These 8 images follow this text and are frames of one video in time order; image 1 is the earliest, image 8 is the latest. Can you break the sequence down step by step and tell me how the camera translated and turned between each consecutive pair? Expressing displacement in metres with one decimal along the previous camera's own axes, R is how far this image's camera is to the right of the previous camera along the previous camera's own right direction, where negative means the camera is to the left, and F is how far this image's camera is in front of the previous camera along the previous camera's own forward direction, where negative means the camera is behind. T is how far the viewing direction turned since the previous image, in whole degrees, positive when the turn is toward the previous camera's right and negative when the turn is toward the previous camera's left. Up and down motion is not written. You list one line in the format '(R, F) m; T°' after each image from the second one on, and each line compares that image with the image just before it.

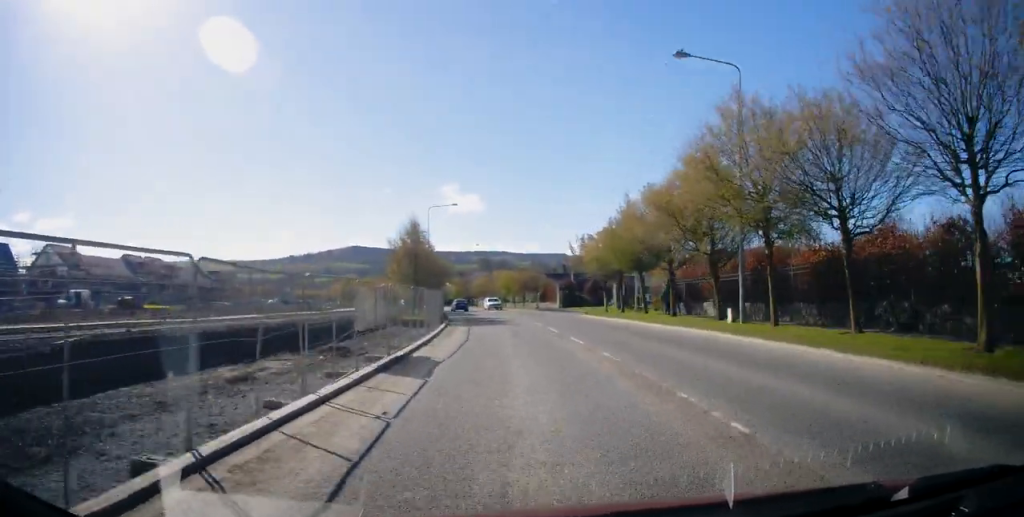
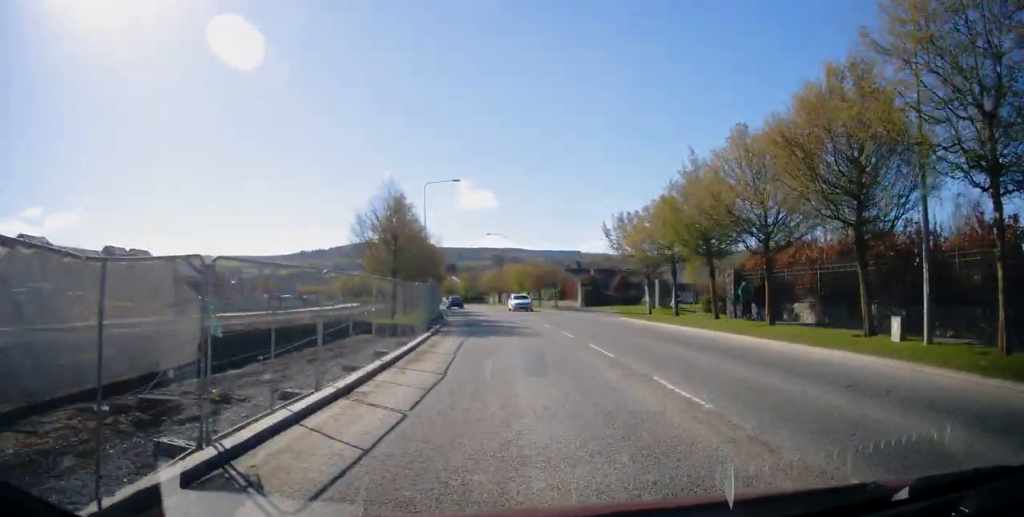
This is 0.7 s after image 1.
(0.0, +10.1) m; -1°
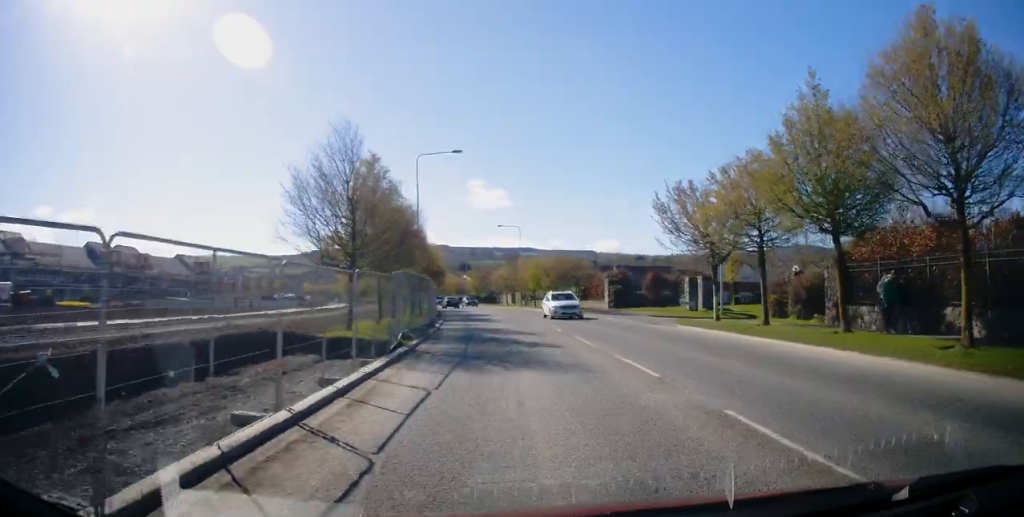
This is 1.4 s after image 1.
(-0.1, +9.3) m; -2°
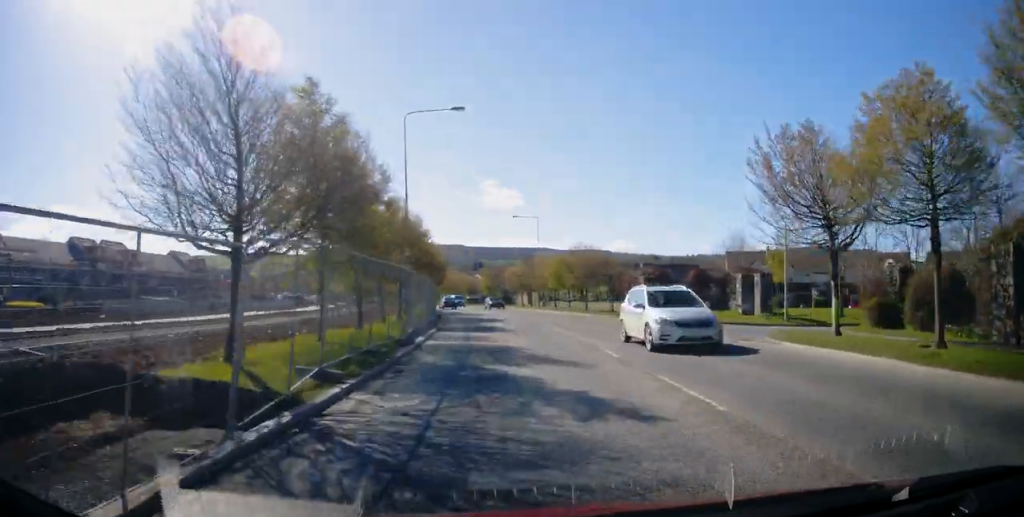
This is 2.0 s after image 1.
(-0.2, +8.7) m; -1°
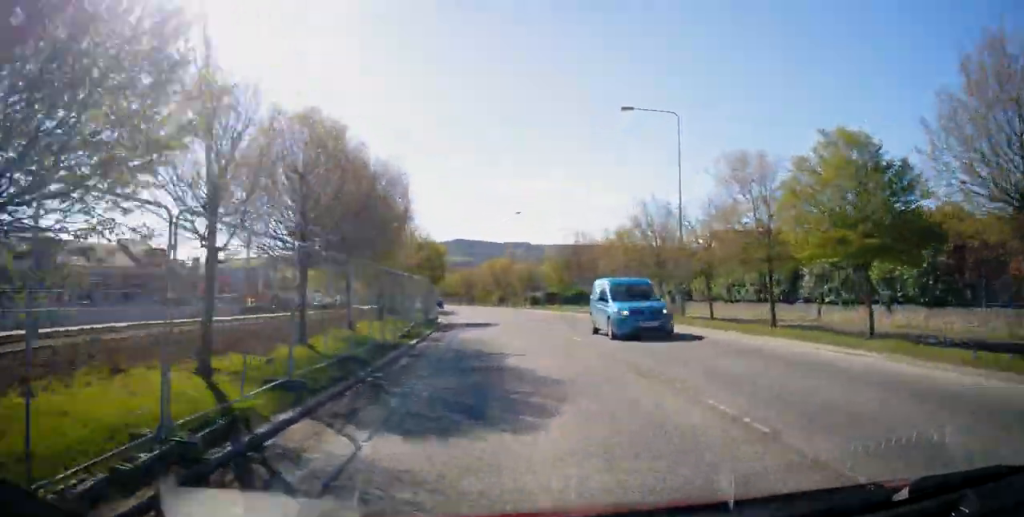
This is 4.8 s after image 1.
(-1.7, +36.8) m; -8°
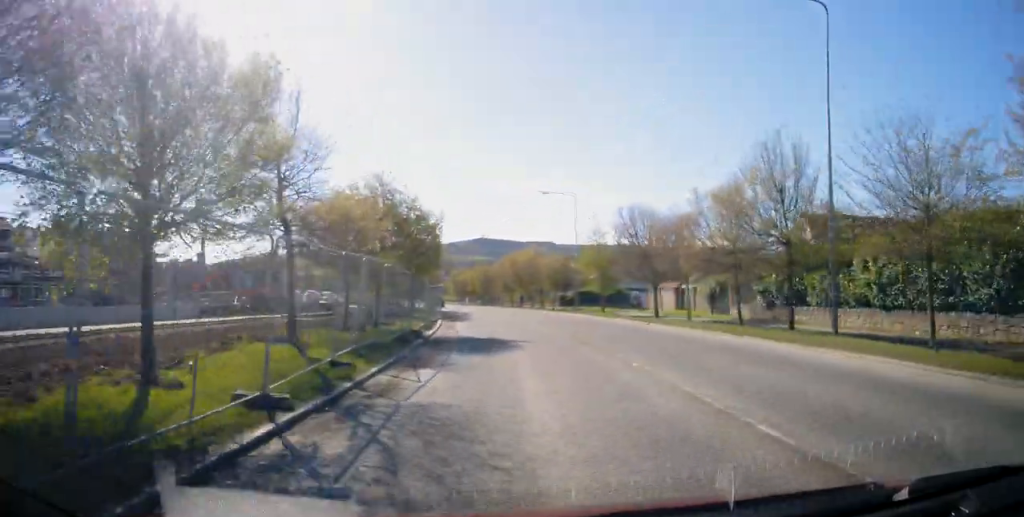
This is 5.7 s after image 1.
(-0.5, +12.2) m; -4°
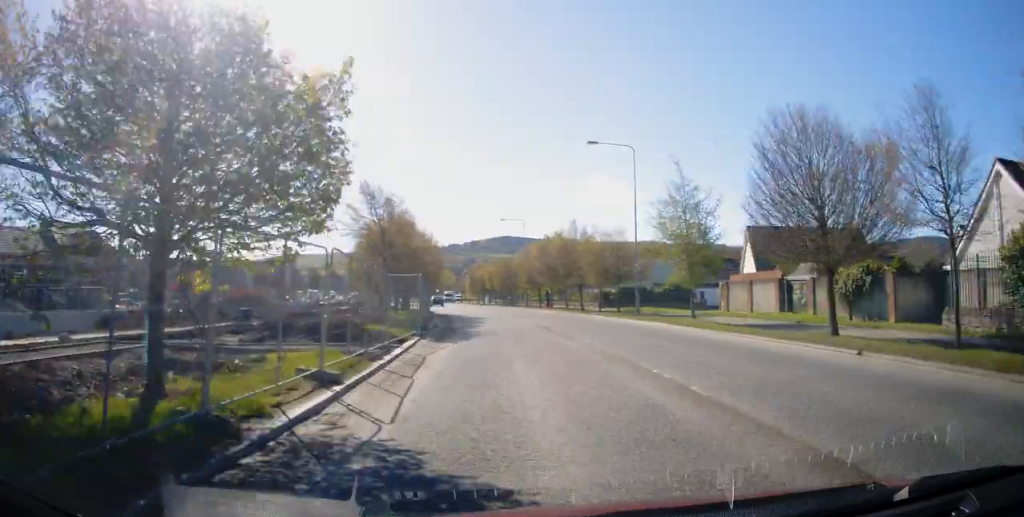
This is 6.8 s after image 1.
(-0.4, +15.7) m; -2°
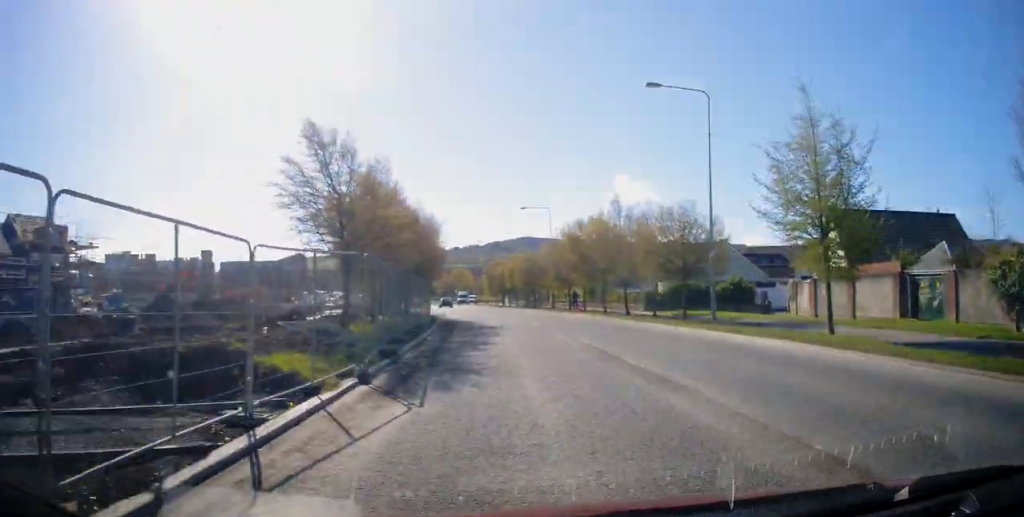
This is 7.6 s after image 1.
(0.0, +9.8) m; 0°
